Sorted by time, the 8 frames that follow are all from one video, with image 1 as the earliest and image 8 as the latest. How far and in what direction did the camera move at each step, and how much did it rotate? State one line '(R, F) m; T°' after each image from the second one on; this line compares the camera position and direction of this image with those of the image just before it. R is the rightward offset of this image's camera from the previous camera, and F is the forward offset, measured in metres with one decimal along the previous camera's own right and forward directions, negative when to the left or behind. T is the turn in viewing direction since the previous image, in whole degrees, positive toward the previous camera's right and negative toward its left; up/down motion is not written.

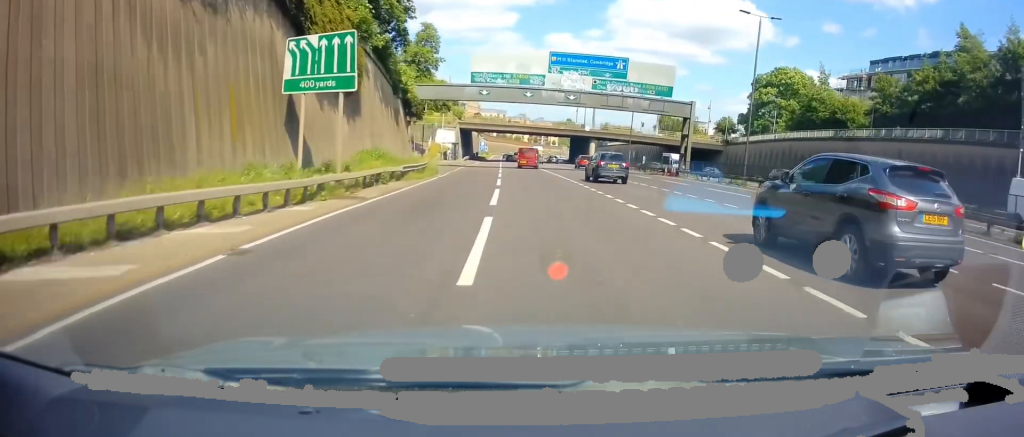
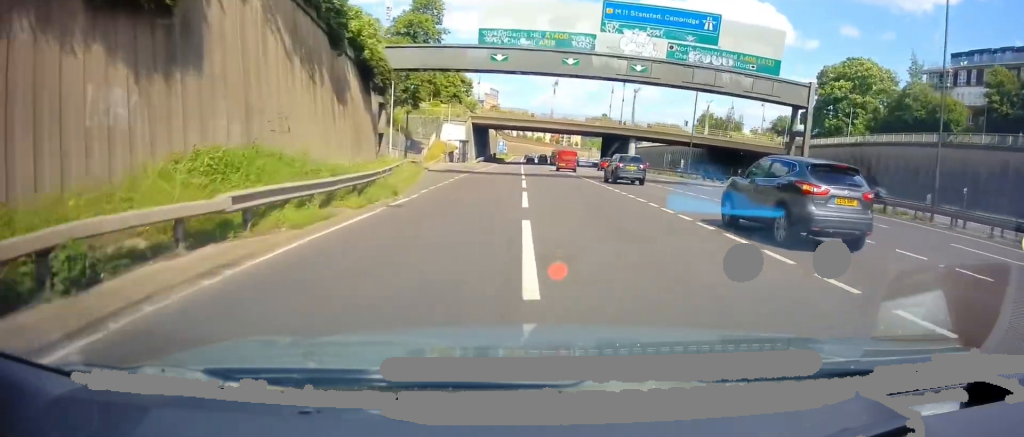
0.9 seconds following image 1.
(-0.7, +18.0) m; -2°
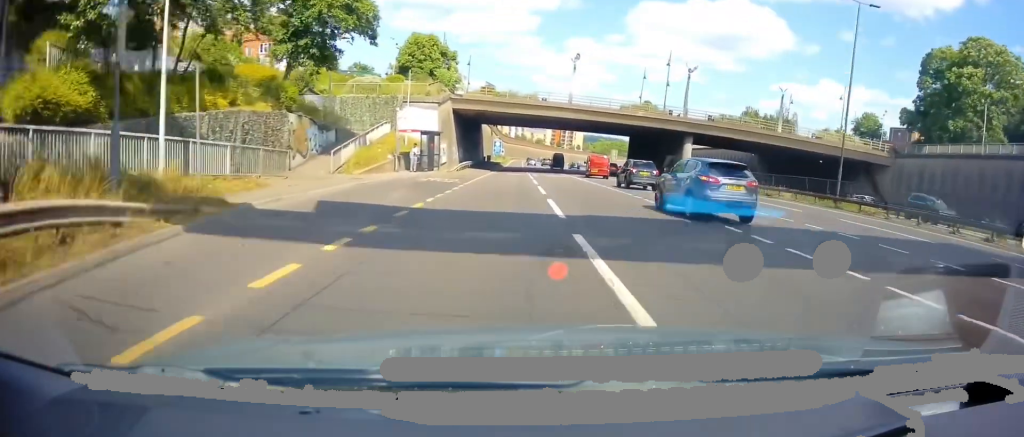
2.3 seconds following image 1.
(+0.3, +27.8) m; +1°
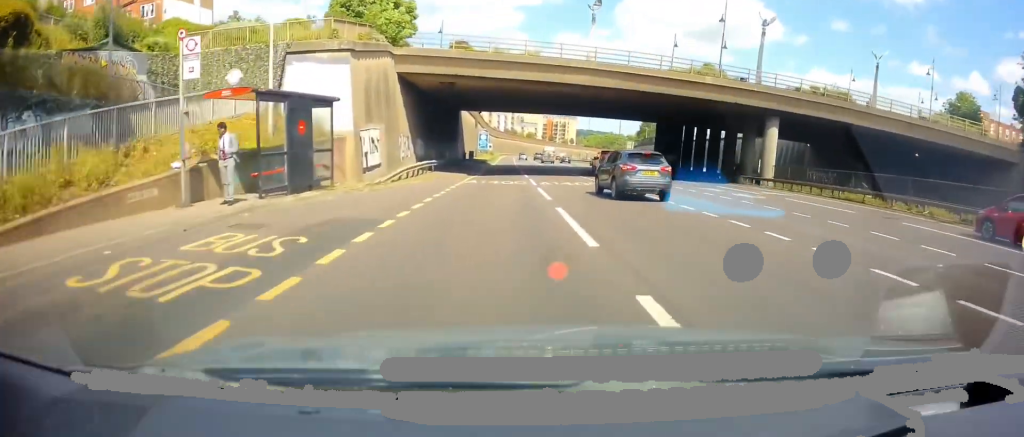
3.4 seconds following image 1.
(-0.1, +22.1) m; 0°
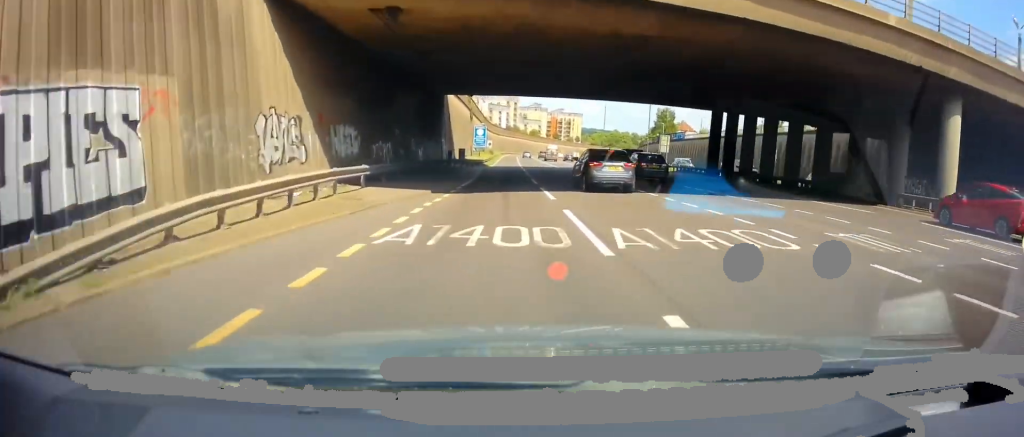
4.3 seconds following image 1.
(+0.2, +18.5) m; 0°
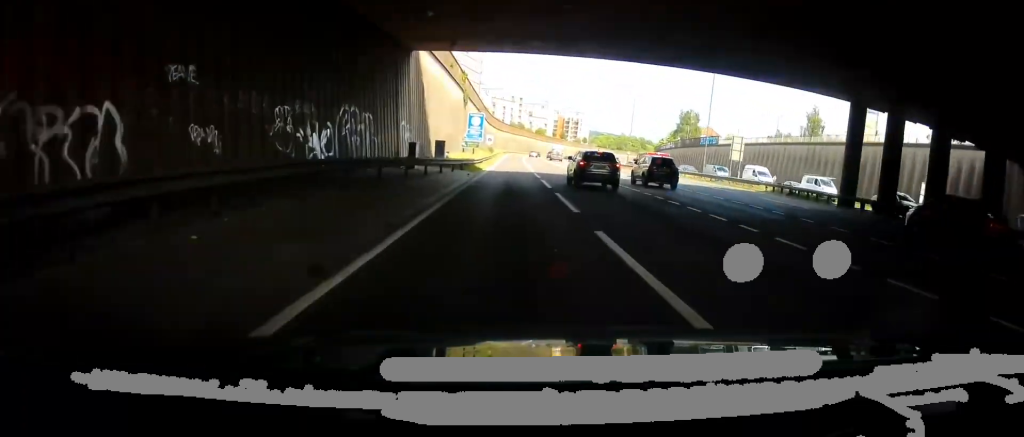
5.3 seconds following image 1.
(-0.1, +21.5) m; -2°
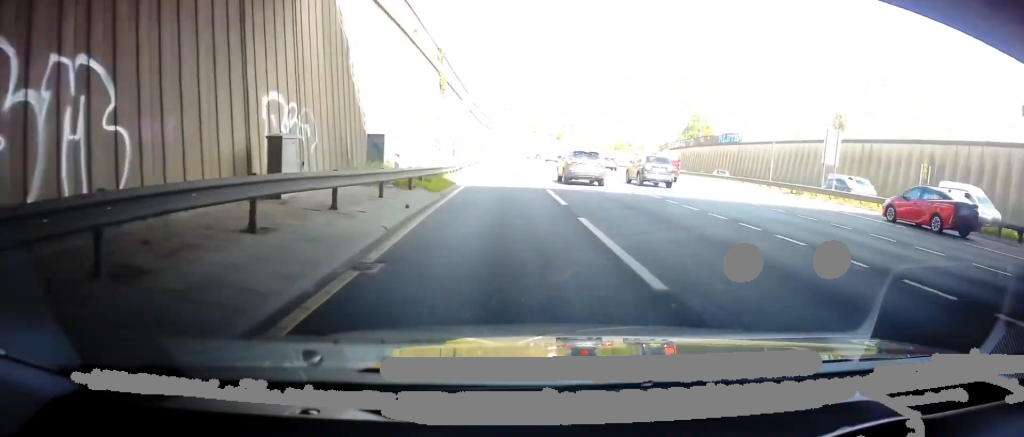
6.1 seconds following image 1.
(-0.3, +15.8) m; -1°
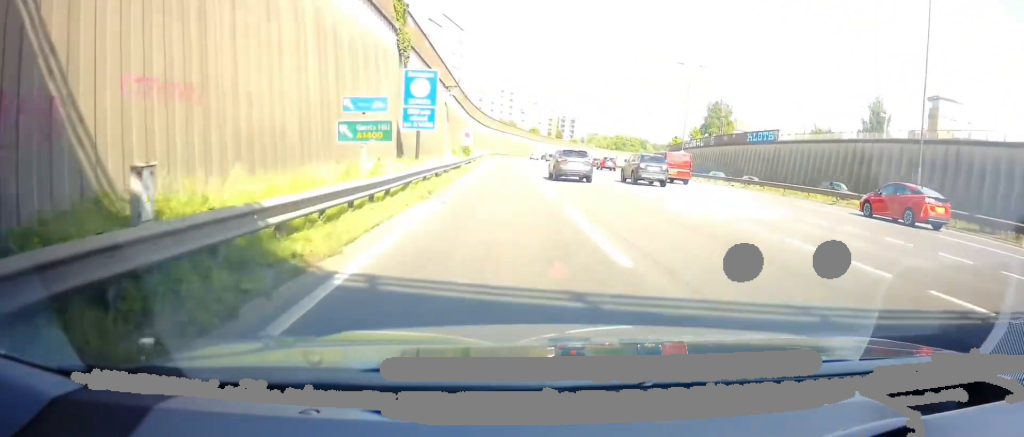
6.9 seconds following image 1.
(-0.3, +16.2) m; +1°
